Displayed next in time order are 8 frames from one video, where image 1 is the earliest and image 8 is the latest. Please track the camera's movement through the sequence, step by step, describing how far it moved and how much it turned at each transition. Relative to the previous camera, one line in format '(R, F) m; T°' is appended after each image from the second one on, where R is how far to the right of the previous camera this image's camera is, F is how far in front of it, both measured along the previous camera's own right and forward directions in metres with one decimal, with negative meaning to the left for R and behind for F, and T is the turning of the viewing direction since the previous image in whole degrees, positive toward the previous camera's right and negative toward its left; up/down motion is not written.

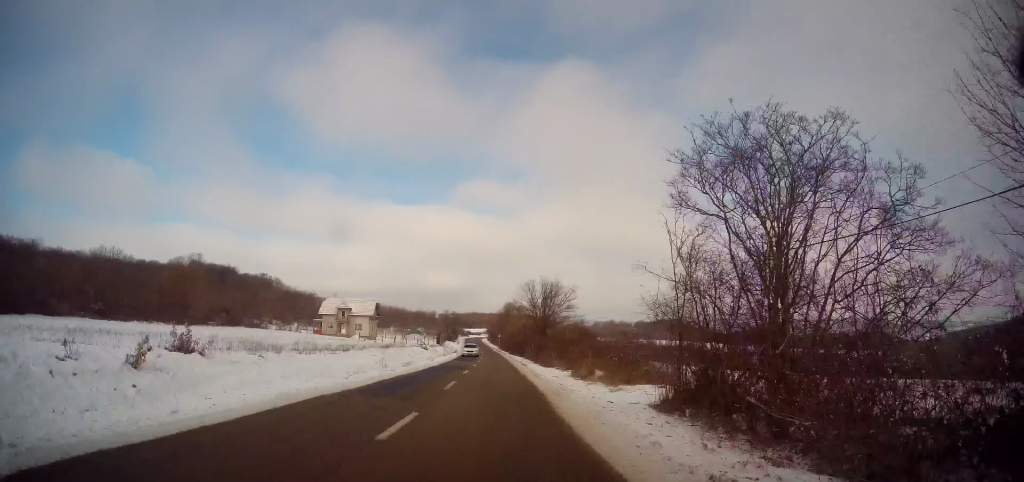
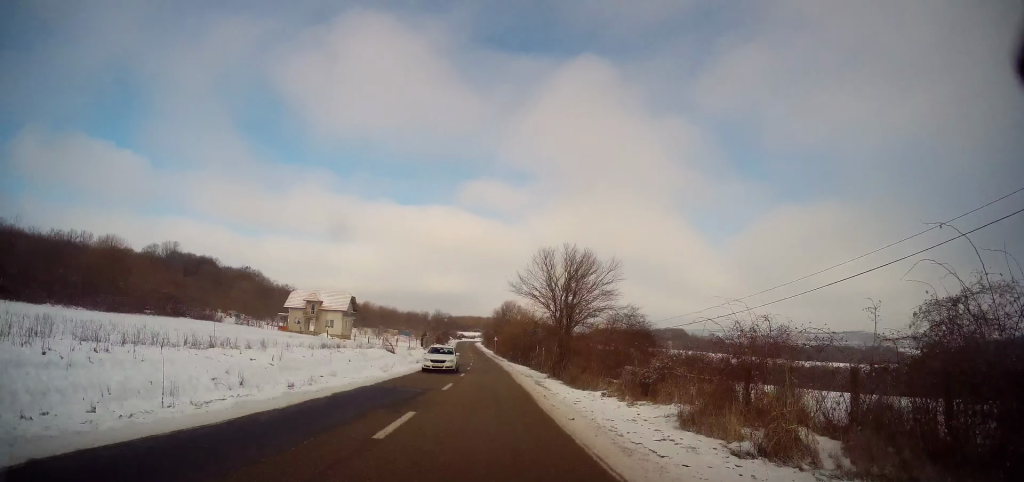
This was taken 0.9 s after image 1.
(-0.2, +17.6) m; 0°
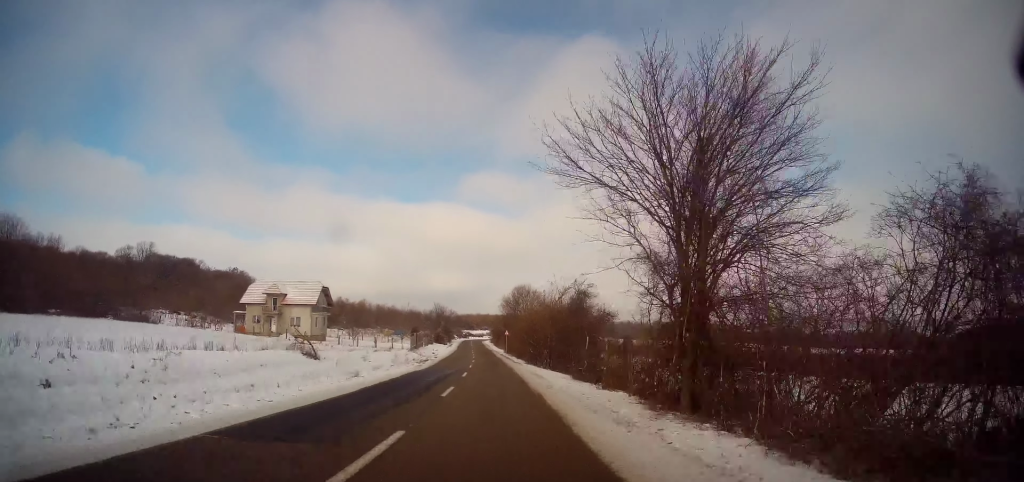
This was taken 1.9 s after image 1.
(+0.2, +20.7) m; 0°
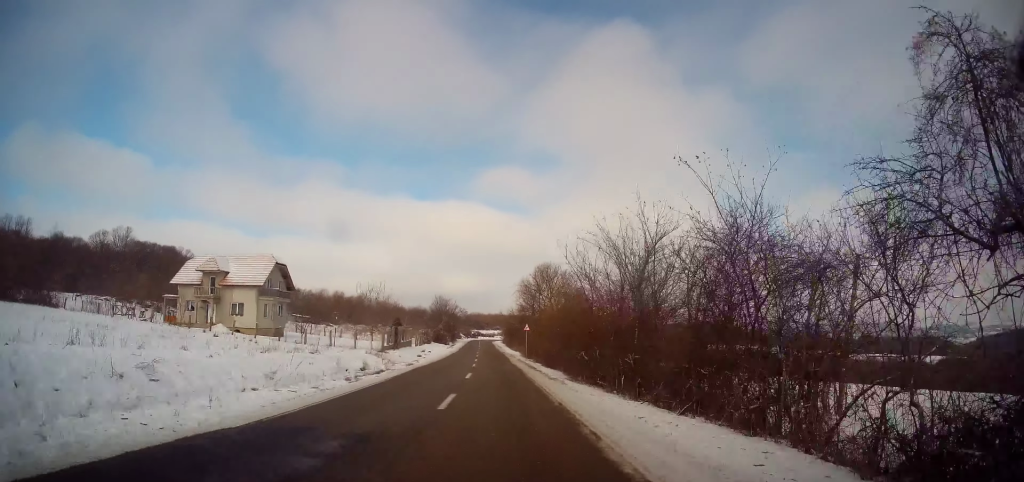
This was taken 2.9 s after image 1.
(0.0, +21.2) m; -1°
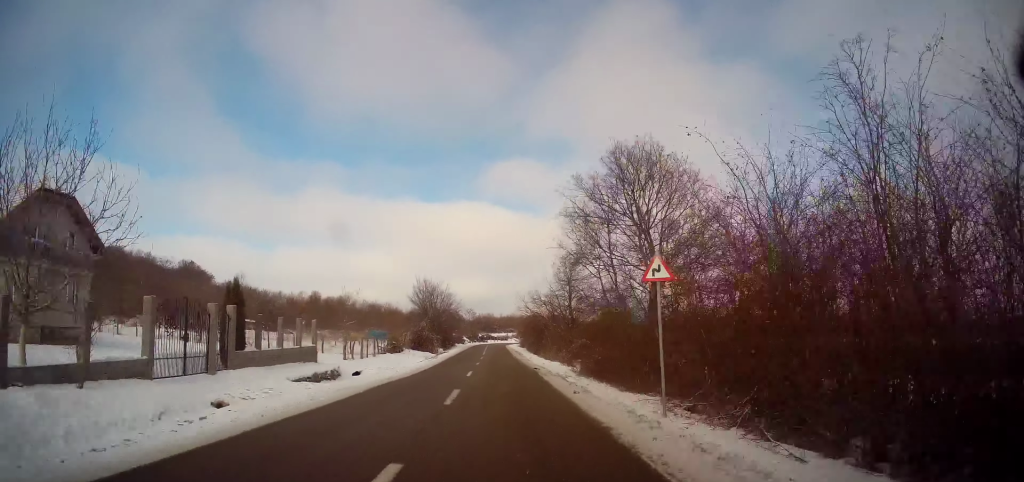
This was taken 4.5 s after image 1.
(-1.0, +35.0) m; -2°
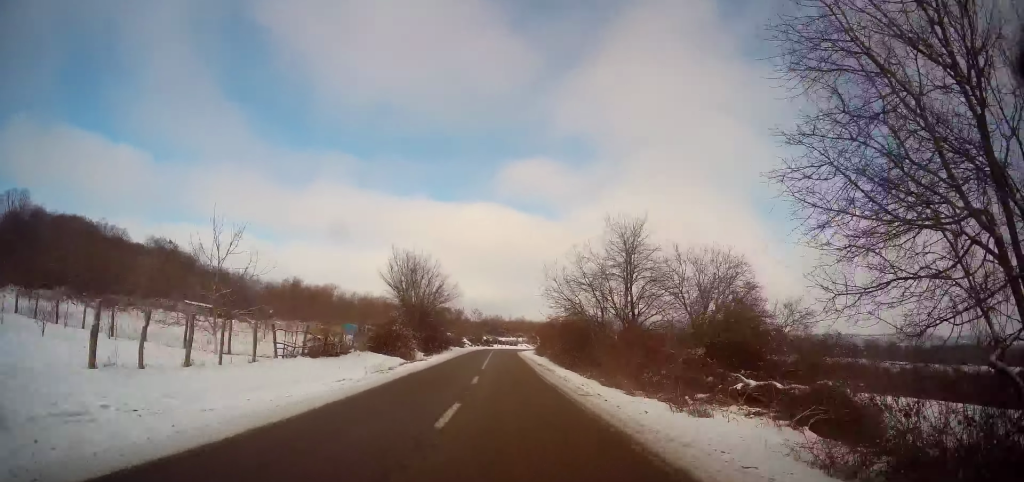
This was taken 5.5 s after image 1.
(+0.2, +21.4) m; 0°
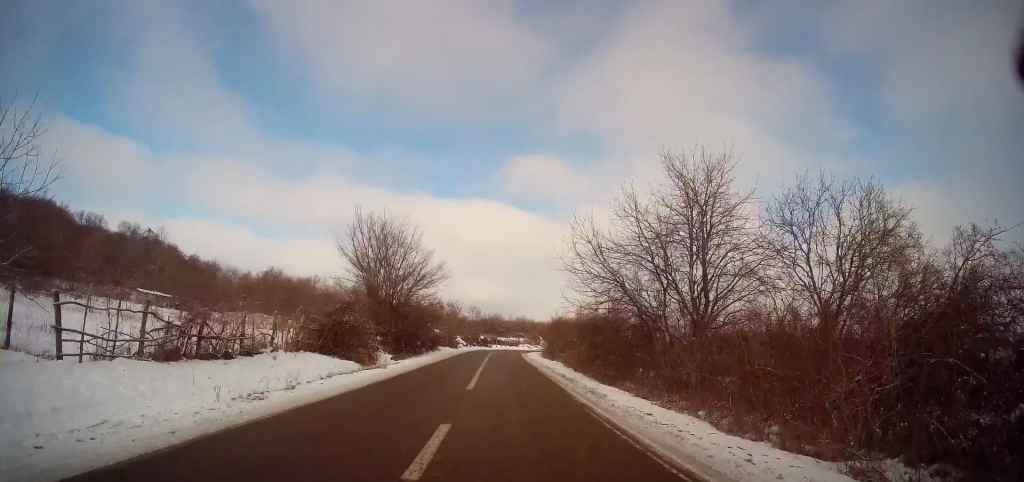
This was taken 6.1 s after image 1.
(-0.2, +12.0) m; -1°
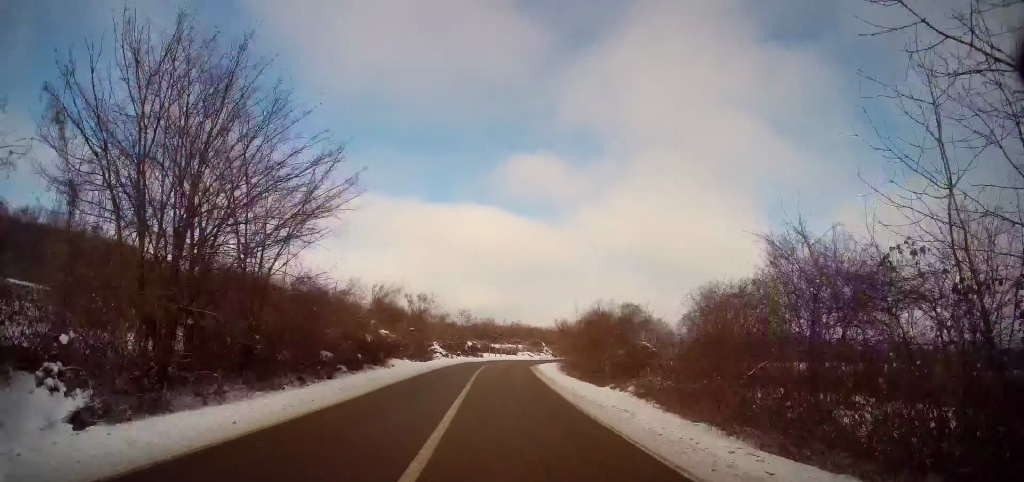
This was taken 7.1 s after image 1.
(-0.1, +22.4) m; 0°
